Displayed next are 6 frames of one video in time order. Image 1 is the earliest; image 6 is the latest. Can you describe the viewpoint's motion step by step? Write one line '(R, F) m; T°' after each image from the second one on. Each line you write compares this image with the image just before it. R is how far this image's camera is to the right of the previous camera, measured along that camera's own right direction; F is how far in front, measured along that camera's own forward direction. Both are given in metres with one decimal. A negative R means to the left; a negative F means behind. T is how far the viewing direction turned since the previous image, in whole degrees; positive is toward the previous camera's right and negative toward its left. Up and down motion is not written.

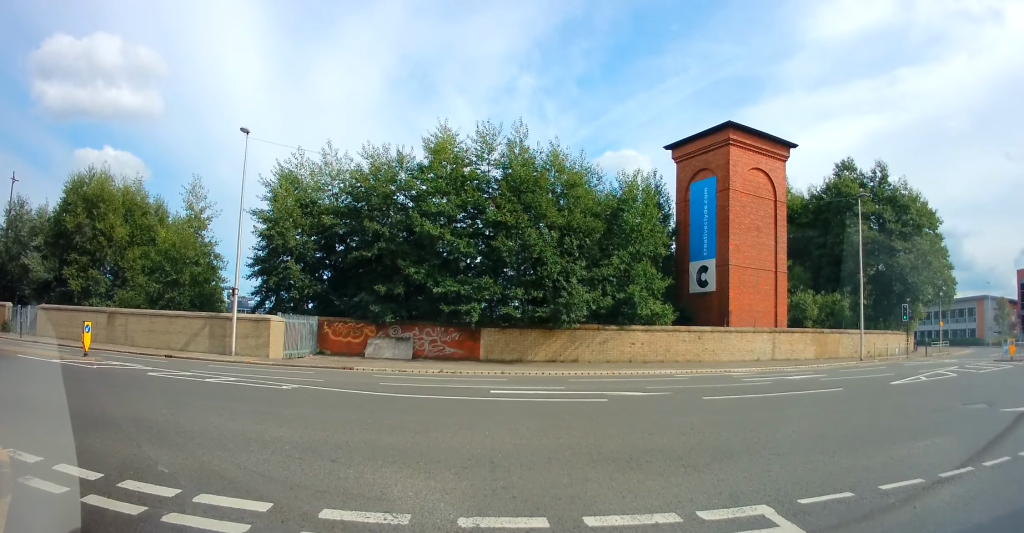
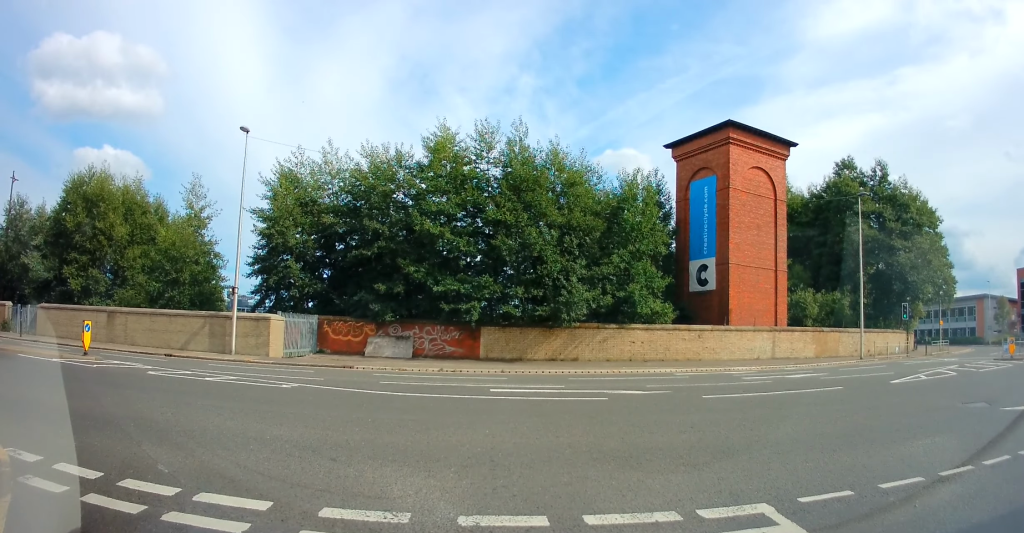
(0.0, +0.2) m; 0°
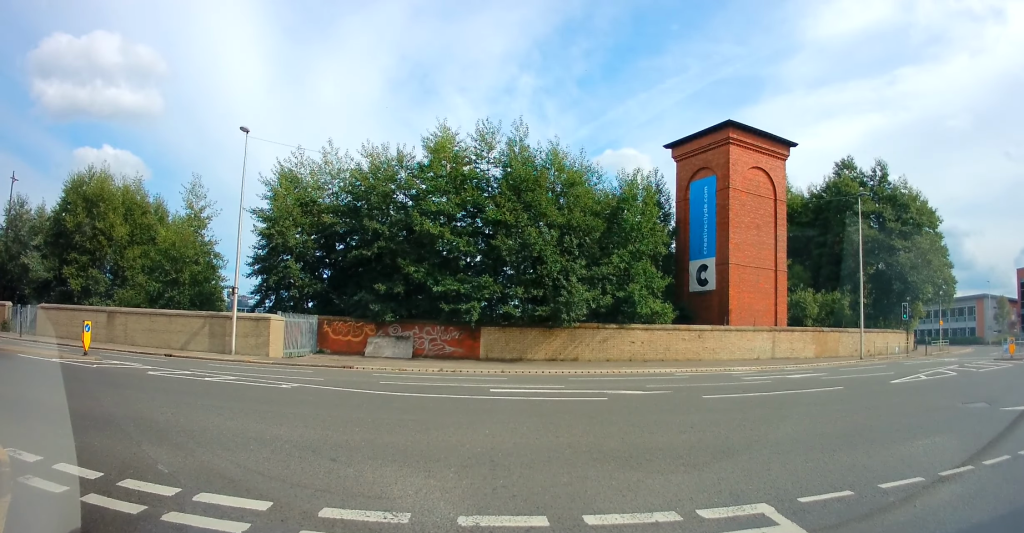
(0.0, 0.0) m; 0°
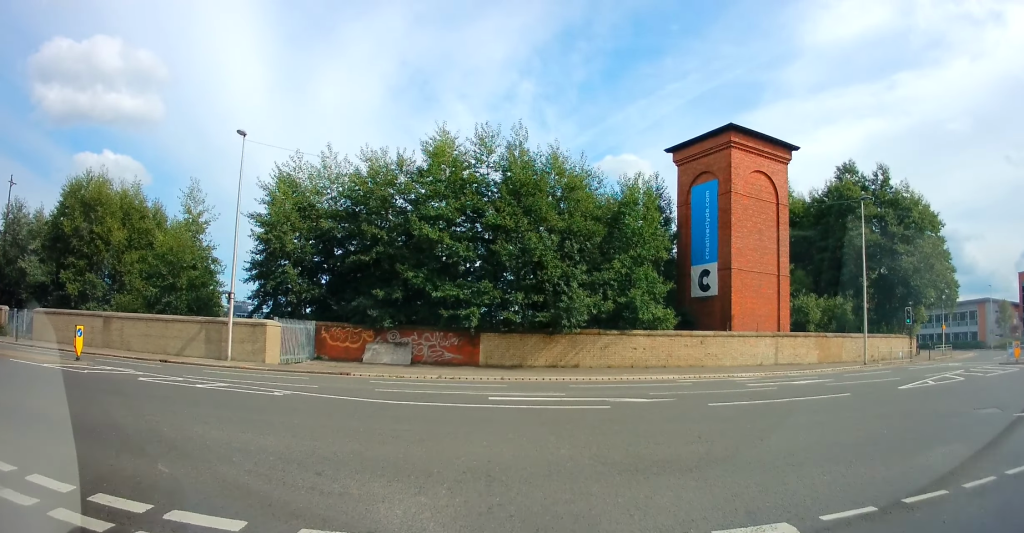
(+0.1, +0.3) m; 0°
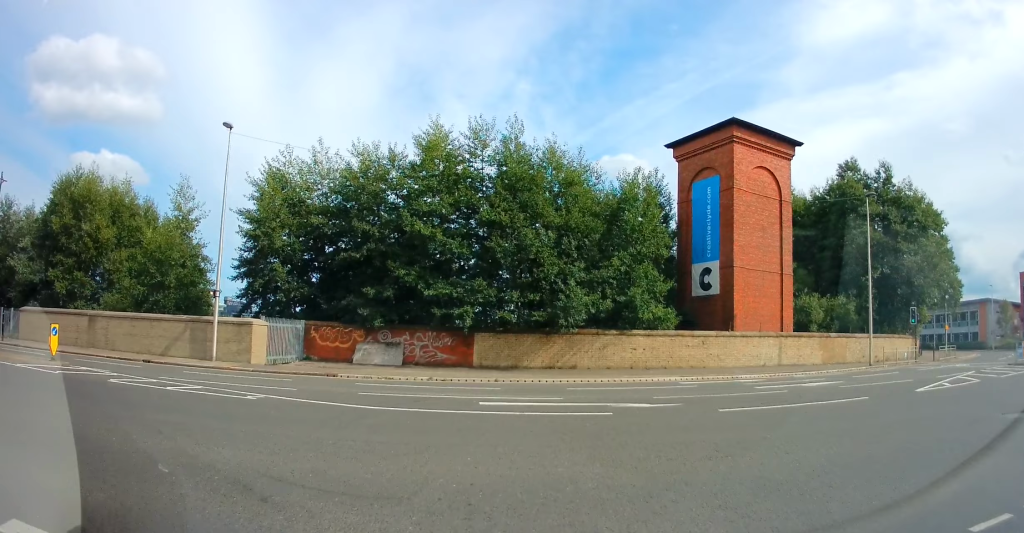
(+0.2, +0.6) m; +4°
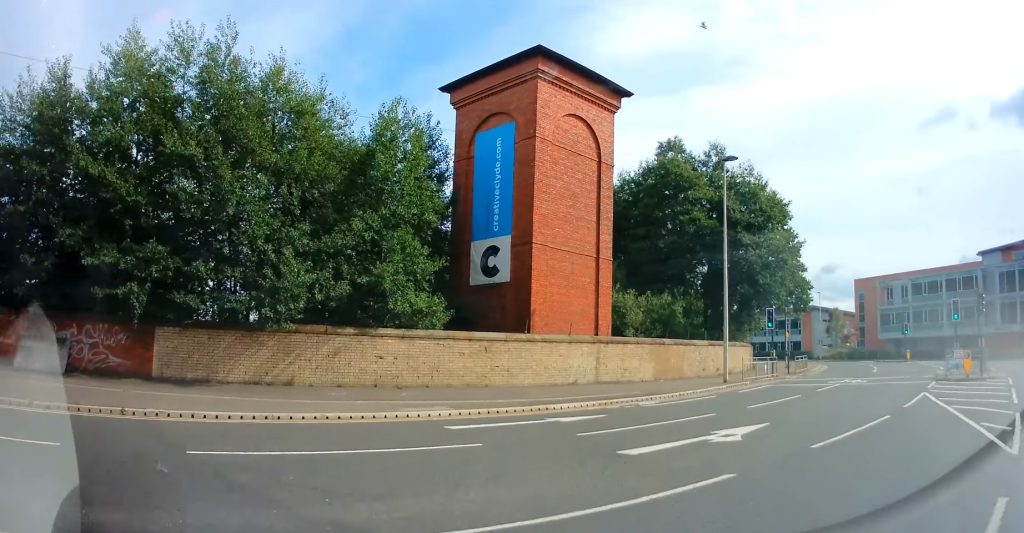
(+1.0, +7.6) m; +19°
